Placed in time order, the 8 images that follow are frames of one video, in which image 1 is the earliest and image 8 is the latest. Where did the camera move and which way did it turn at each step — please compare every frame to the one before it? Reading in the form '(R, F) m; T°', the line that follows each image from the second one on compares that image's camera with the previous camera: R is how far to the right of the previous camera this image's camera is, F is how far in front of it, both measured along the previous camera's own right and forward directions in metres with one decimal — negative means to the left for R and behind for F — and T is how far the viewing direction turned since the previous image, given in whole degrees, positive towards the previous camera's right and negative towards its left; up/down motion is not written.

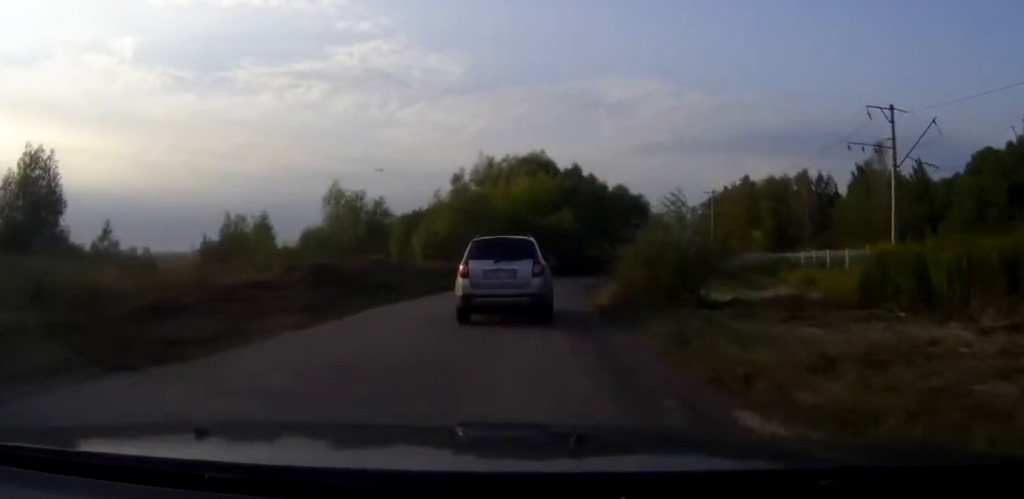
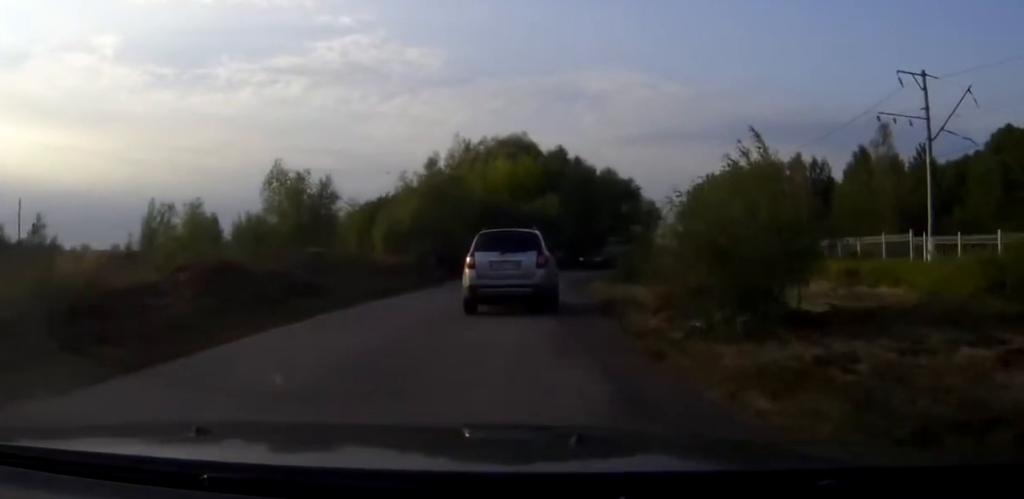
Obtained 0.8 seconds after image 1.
(+0.3, +7.0) m; +3°
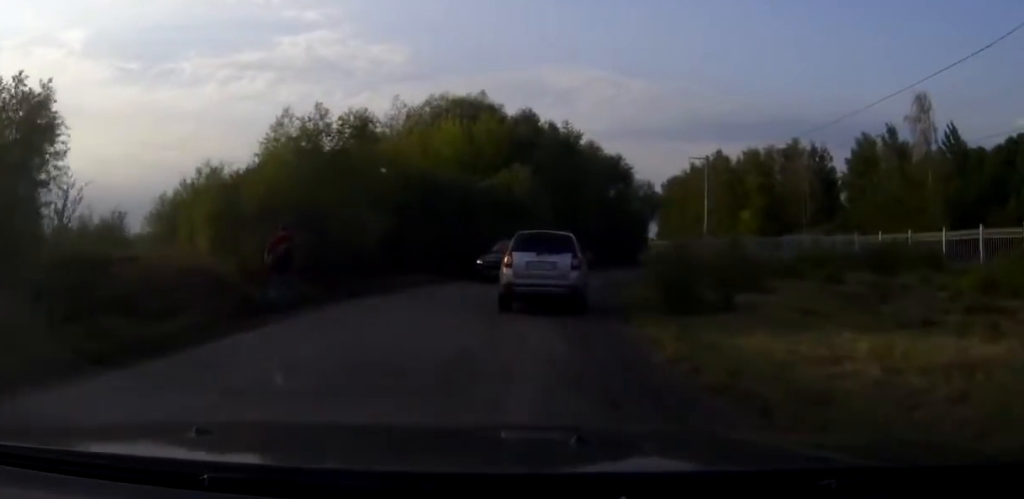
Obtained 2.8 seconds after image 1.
(+0.6, +17.7) m; +3°
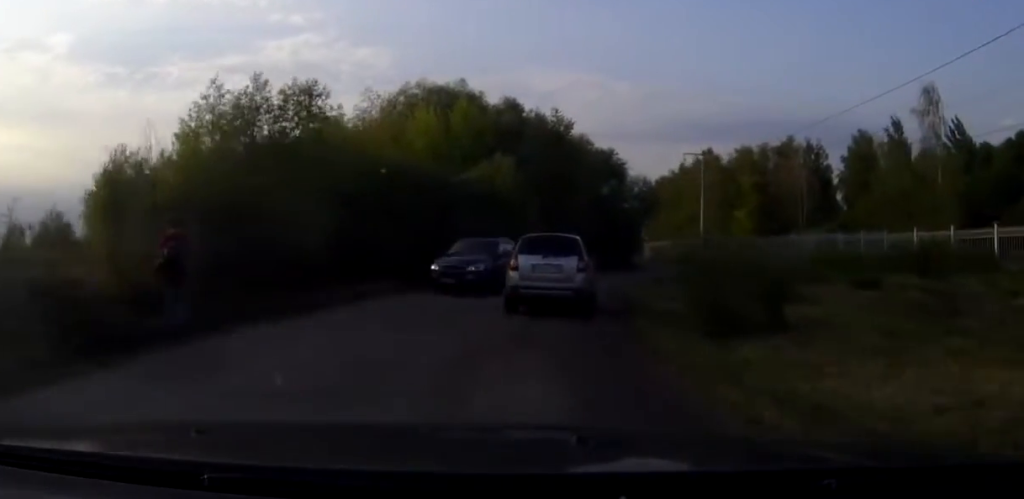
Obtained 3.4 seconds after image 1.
(0.0, +4.6) m; +1°
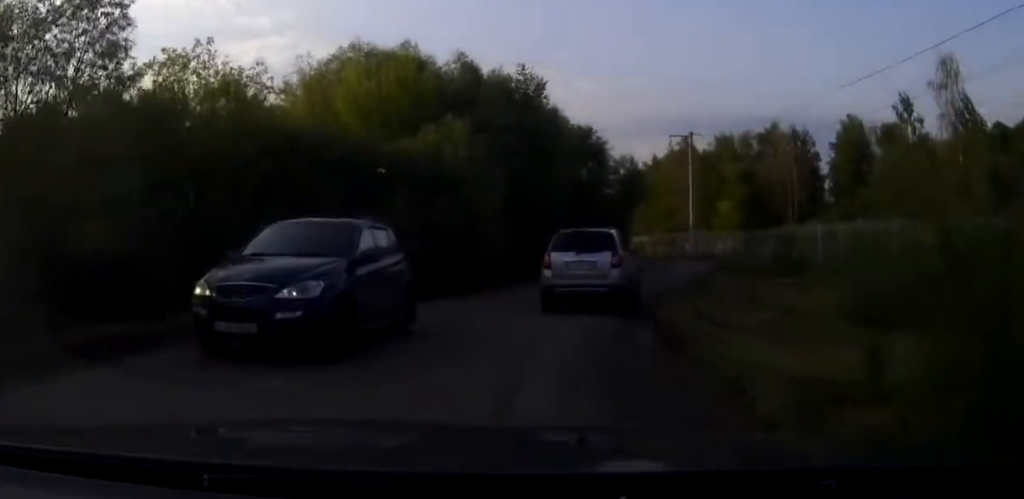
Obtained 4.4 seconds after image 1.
(+0.2, +9.6) m; +3°
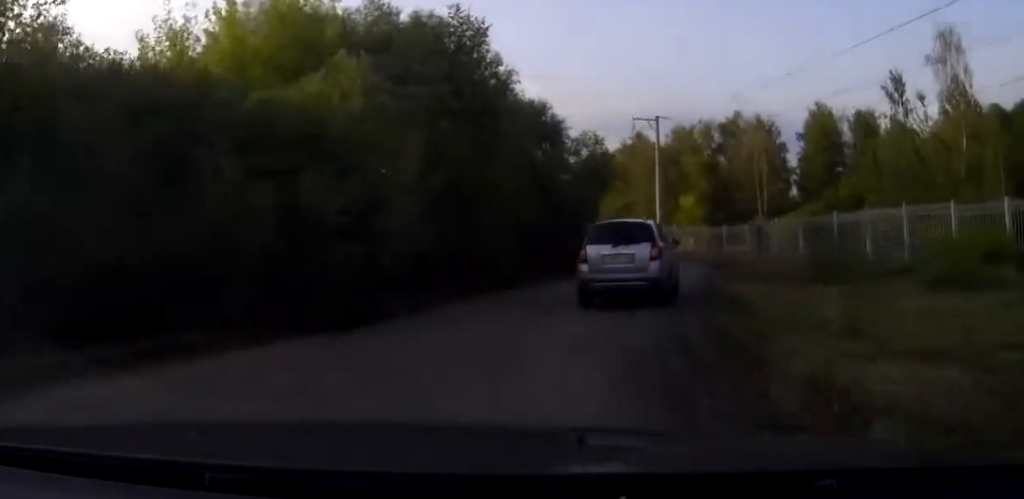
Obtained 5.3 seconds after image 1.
(+0.2, +8.3) m; +5°
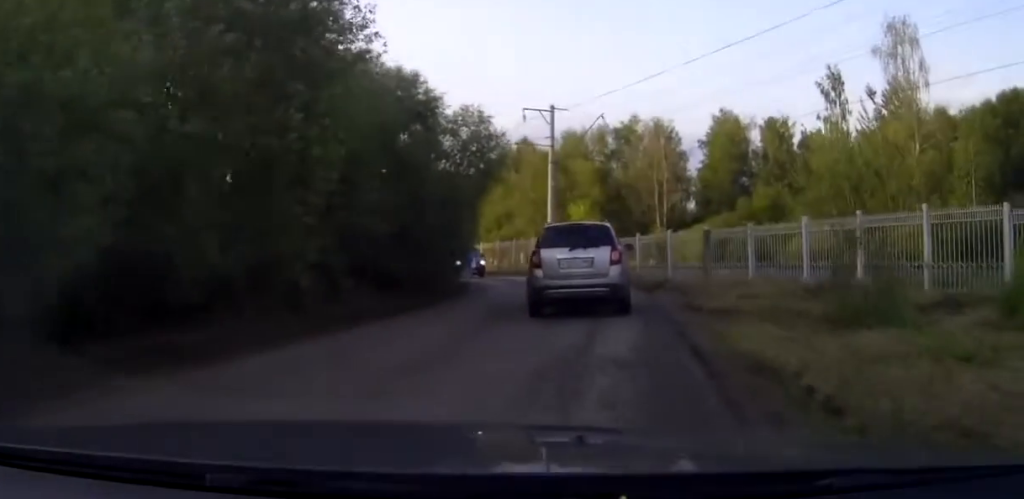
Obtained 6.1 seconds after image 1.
(+0.4, +8.0) m; +8°
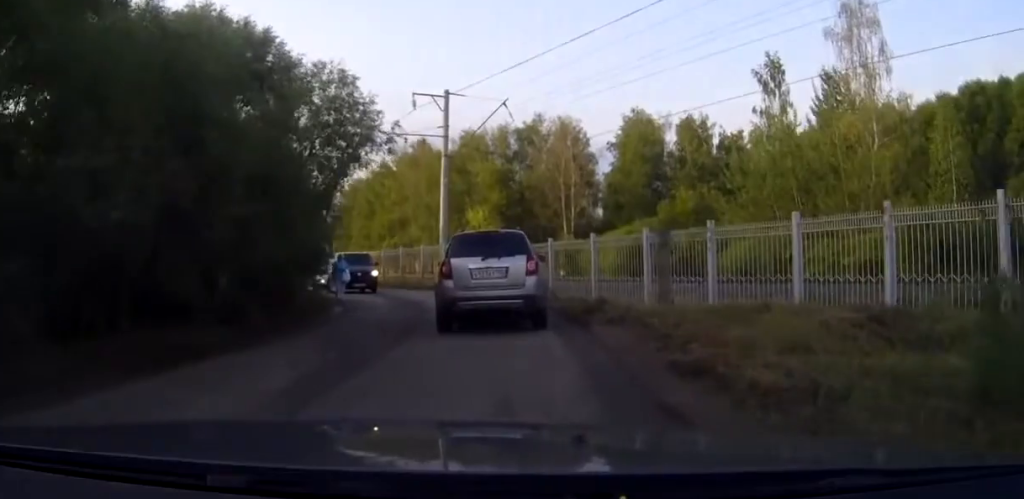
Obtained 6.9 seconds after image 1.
(+0.7, +7.3) m; +5°
